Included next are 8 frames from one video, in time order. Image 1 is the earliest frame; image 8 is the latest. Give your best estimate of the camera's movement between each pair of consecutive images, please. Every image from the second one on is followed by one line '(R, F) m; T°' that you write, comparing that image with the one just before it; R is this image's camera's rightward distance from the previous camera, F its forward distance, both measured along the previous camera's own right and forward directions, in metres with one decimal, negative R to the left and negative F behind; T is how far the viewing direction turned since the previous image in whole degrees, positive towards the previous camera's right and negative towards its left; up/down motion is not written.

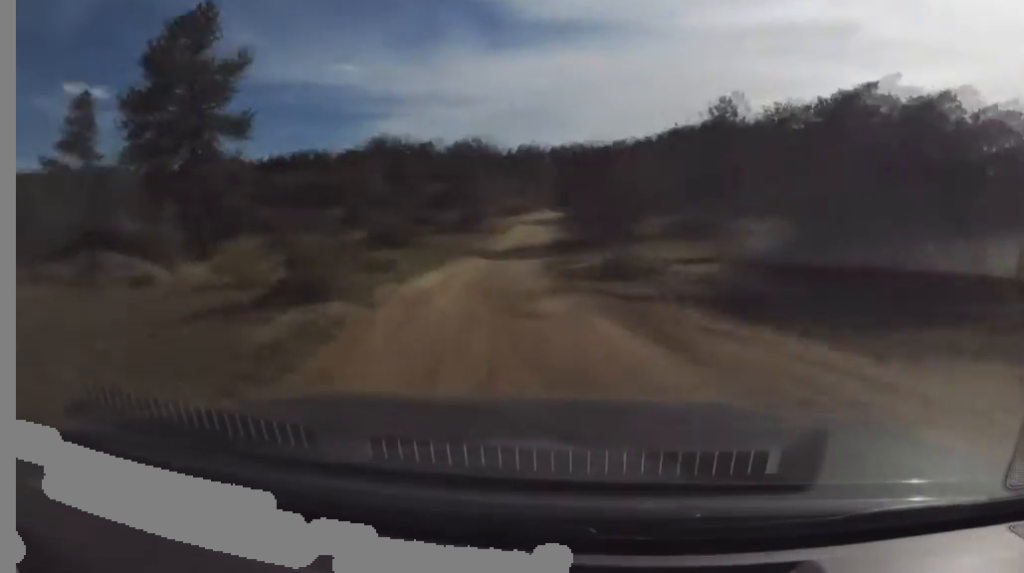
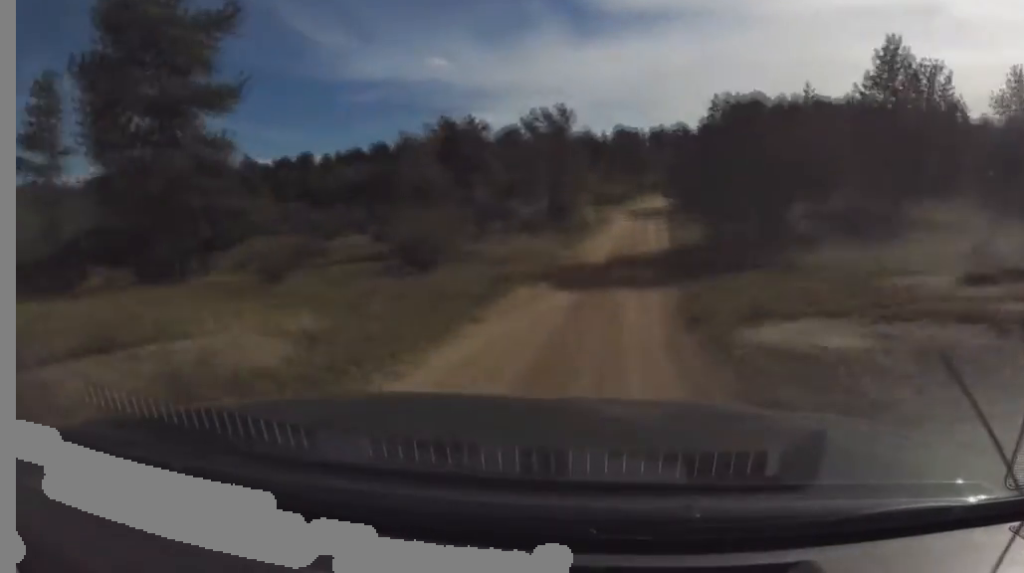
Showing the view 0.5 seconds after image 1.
(-0.1, +10.4) m; 0°
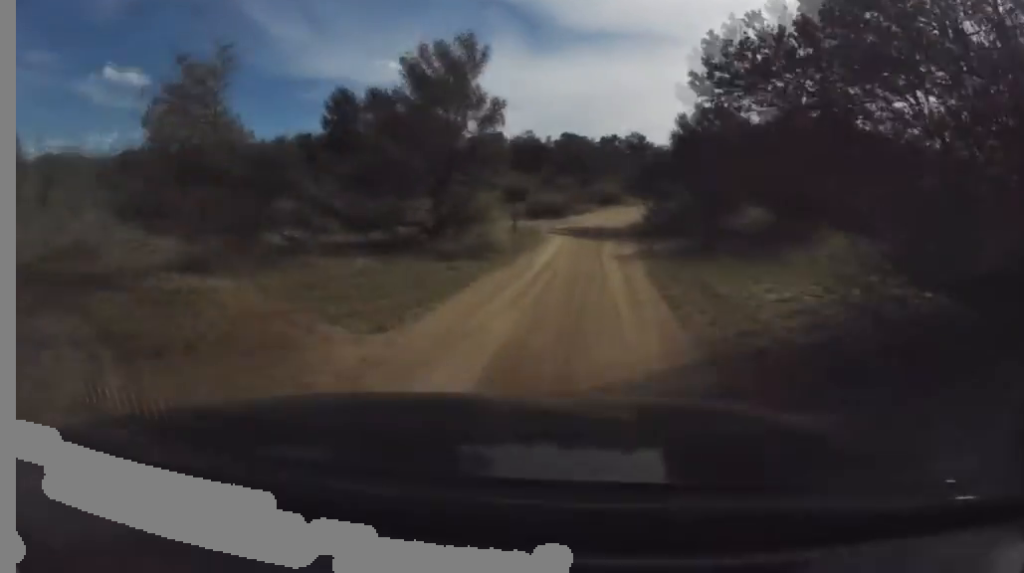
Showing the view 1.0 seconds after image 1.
(0.0, +11.6) m; 0°
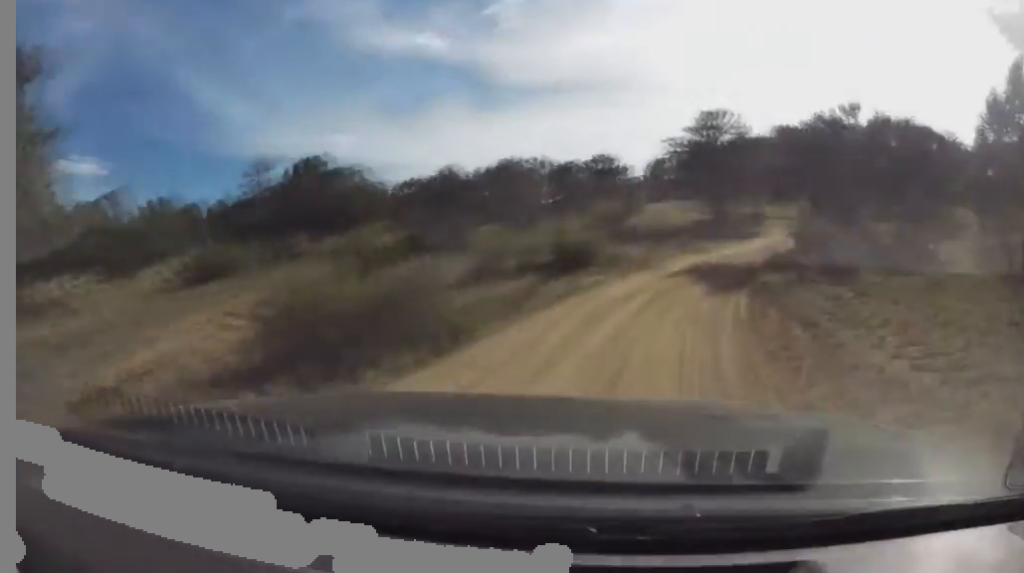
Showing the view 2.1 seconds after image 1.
(0.0, +22.4) m; 0°
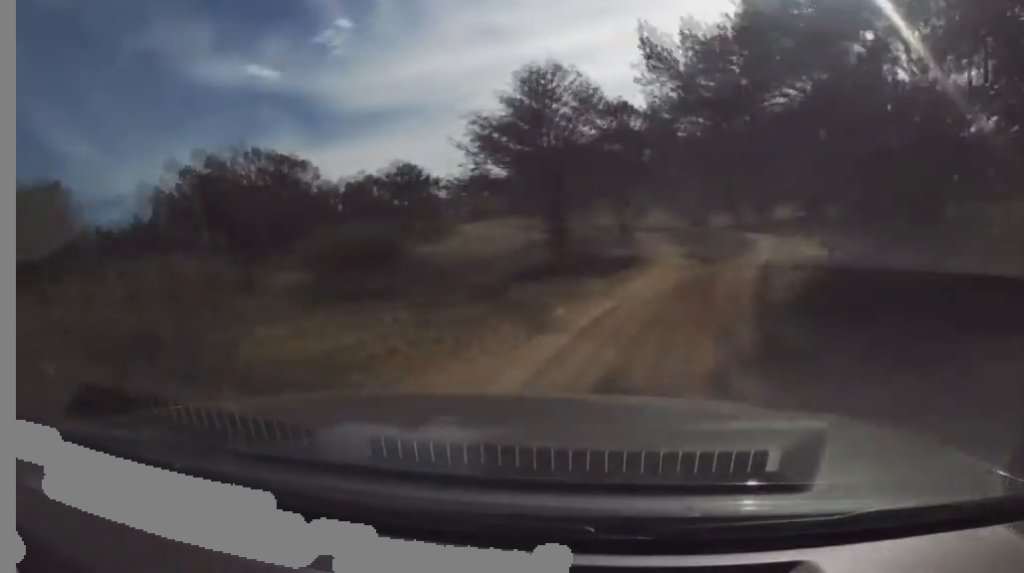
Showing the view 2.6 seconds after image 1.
(0.0, +10.7) m; 0°
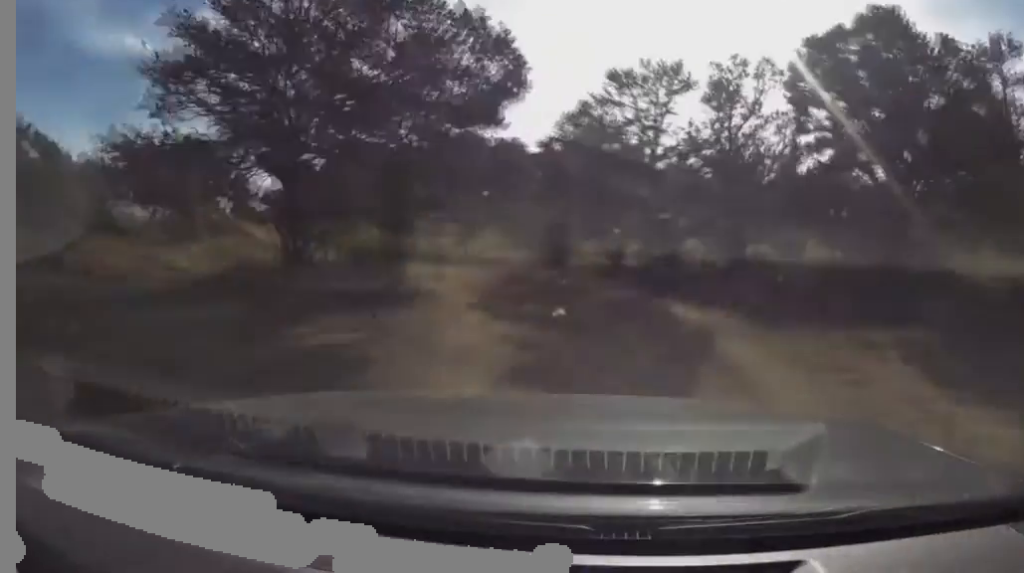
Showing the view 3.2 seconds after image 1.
(0.0, +11.1) m; 0°
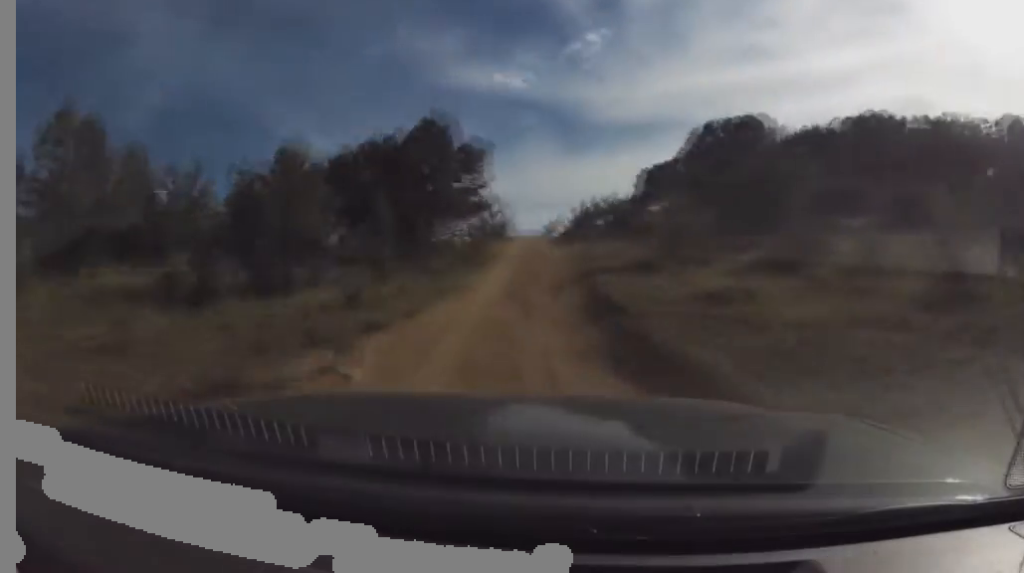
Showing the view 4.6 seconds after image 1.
(0.0, +24.6) m; 0°
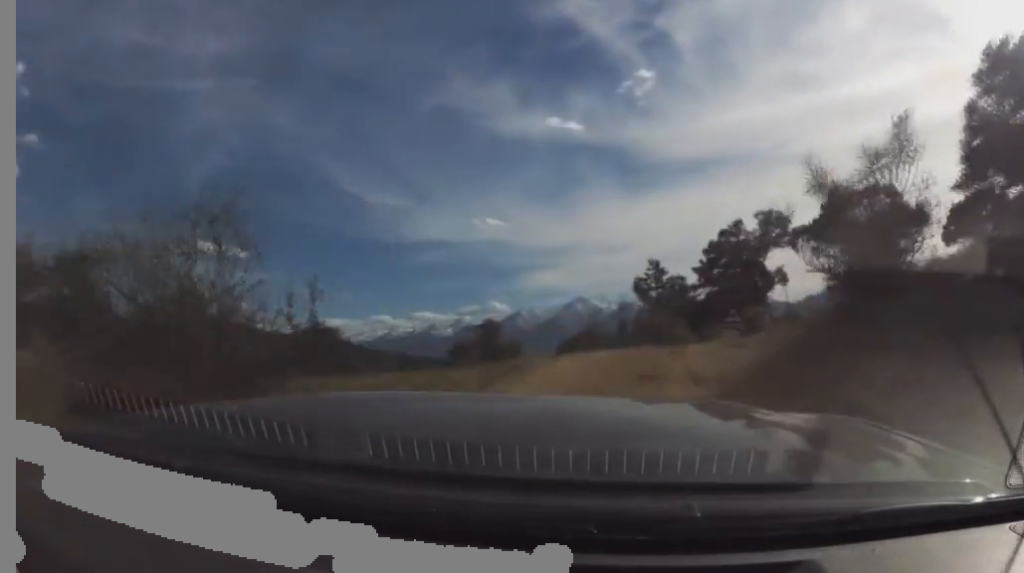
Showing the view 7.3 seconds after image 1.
(+0.2, +43.7) m; +3°
